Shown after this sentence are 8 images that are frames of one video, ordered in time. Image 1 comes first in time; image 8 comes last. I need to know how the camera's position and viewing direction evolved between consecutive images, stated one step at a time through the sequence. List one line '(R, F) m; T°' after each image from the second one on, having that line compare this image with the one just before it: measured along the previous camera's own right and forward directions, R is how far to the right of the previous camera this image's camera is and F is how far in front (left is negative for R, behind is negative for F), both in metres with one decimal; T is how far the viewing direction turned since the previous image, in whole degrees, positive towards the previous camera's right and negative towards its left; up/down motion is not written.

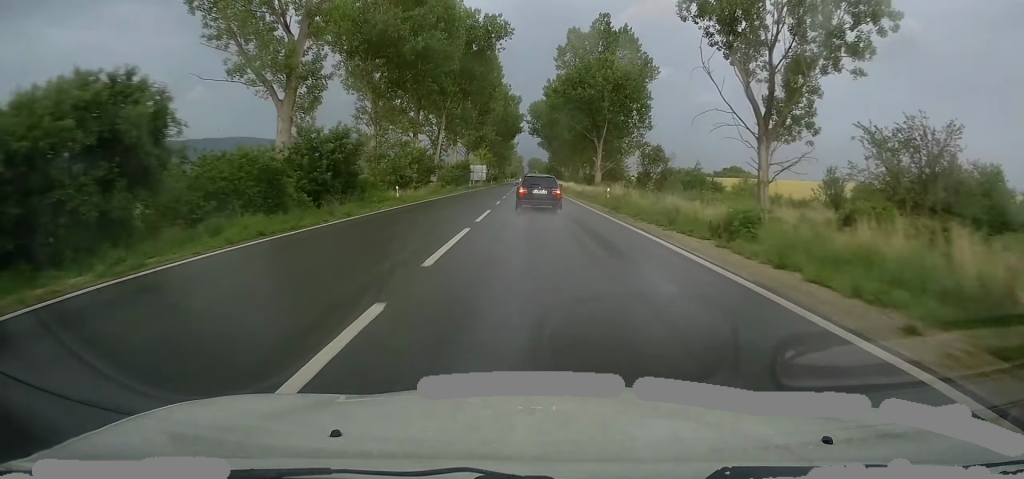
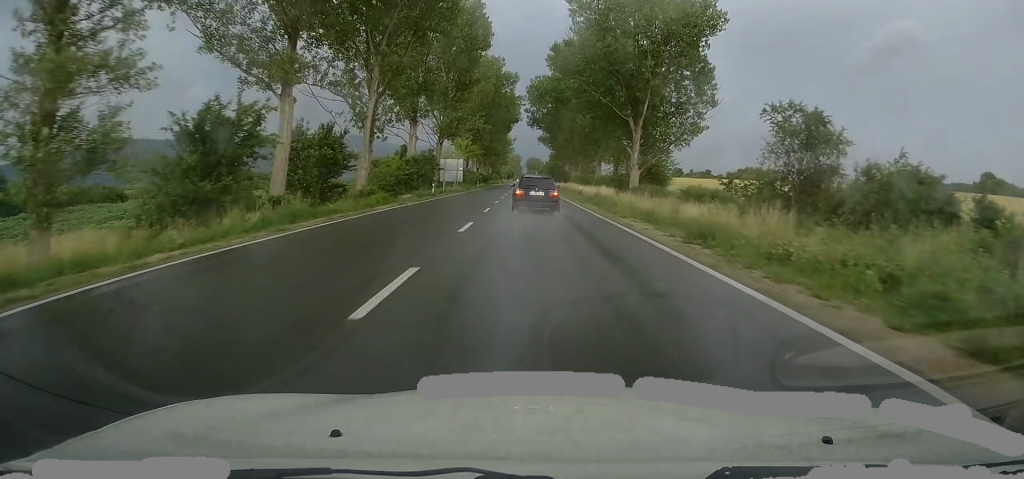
(0.0, +33.0) m; 0°
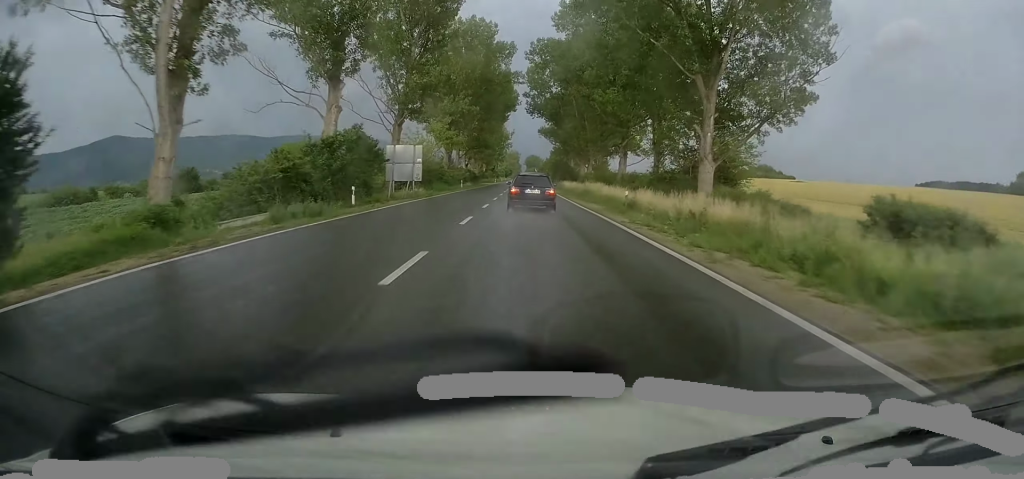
(+0.1, +24.9) m; +1°
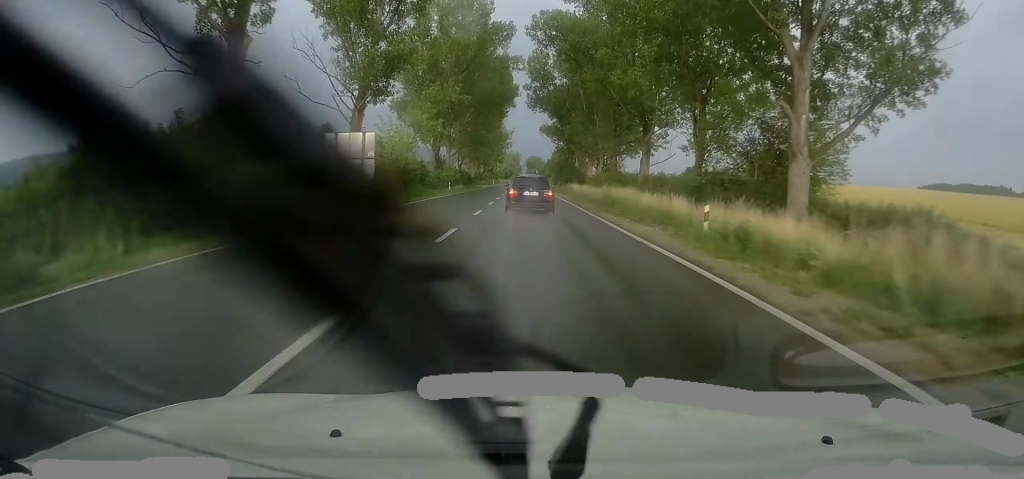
(+0.1, +12.8) m; 0°
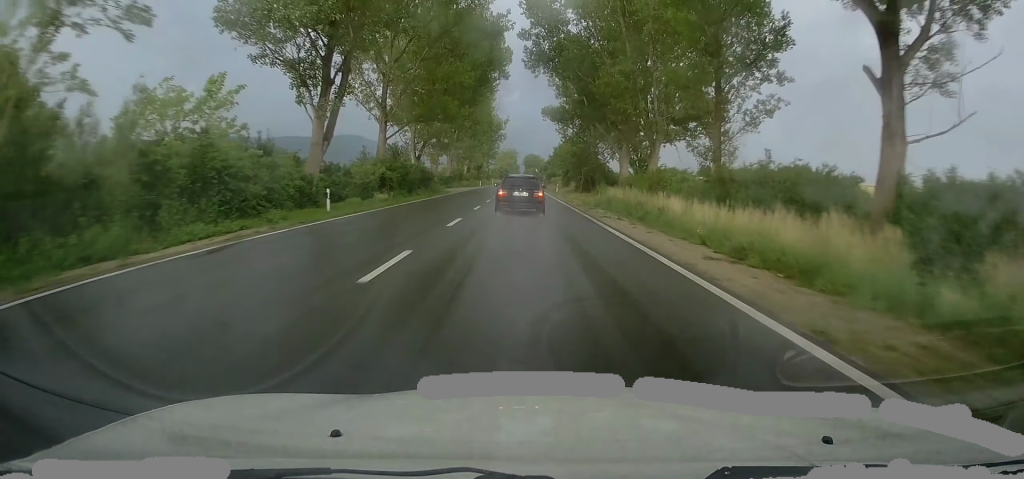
(-0.6, +40.0) m; -1°
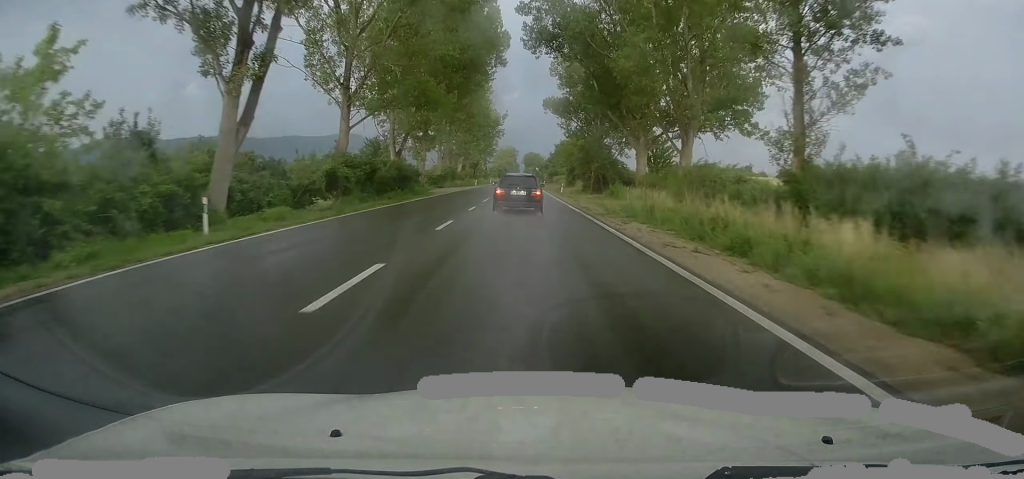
(+0.1, +10.5) m; 0°
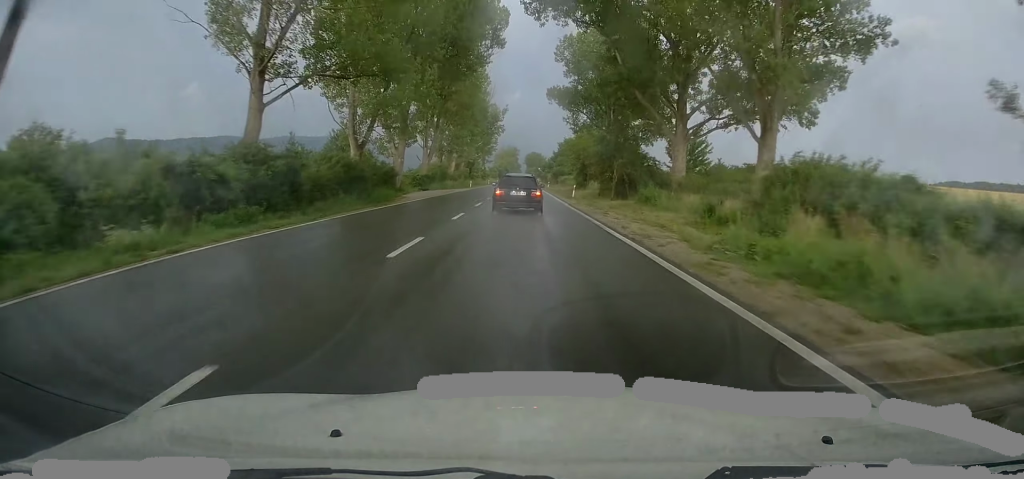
(+0.2, +13.7) m; 0°
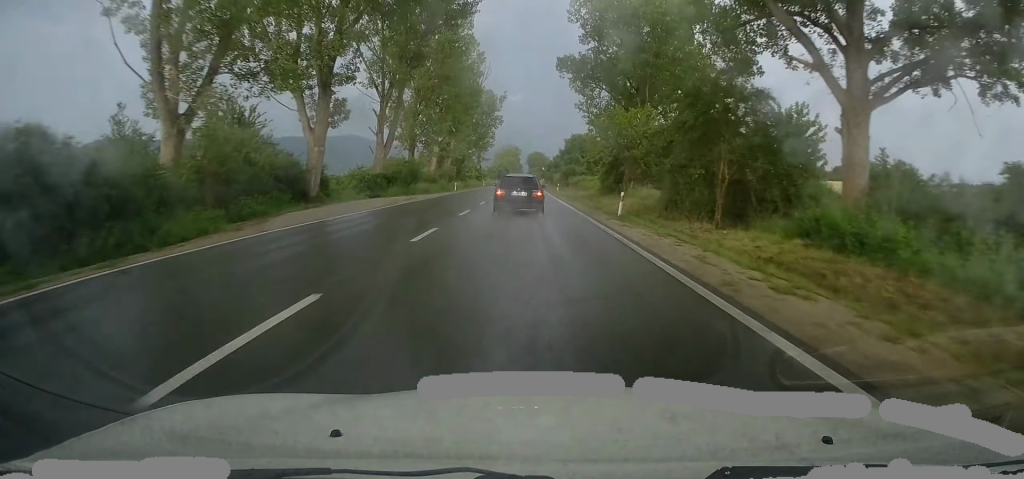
(-0.3, +24.4) m; -1°
